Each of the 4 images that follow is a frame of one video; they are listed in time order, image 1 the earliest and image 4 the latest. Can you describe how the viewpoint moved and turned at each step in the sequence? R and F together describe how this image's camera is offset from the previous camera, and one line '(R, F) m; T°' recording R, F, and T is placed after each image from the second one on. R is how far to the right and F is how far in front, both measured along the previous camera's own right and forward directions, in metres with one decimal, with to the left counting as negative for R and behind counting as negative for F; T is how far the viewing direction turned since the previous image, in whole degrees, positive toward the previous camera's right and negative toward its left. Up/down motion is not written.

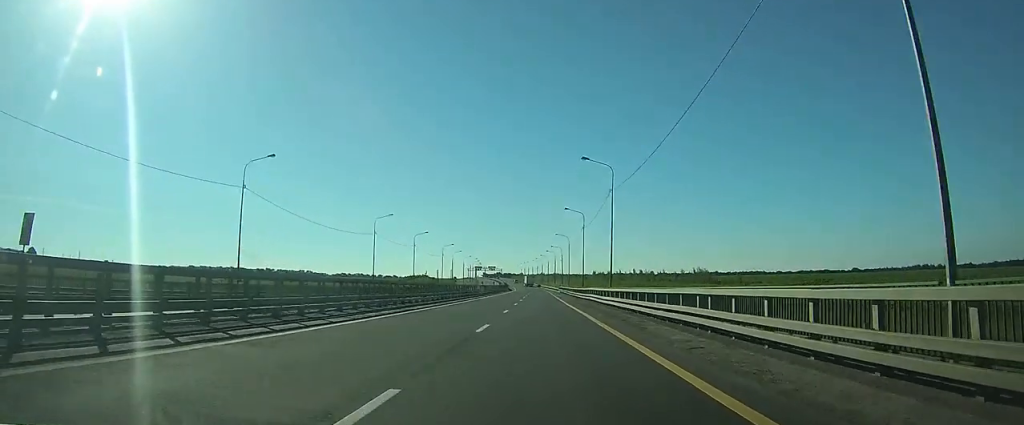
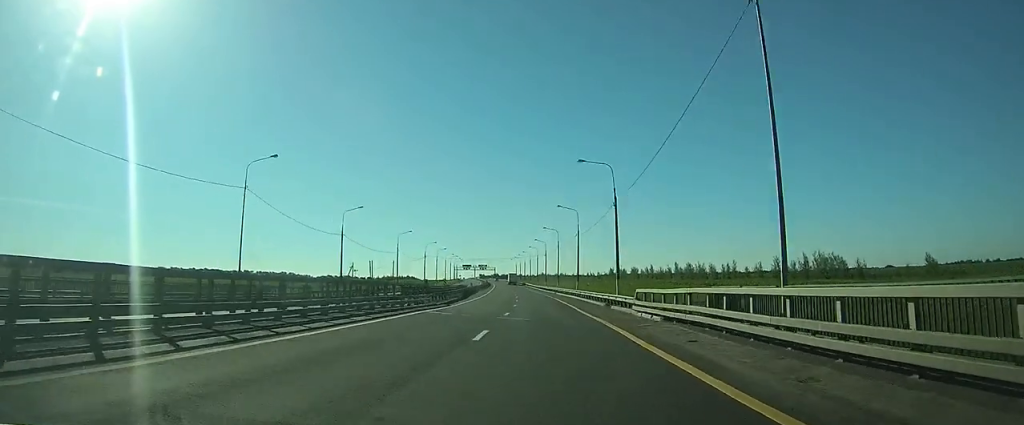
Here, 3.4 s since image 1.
(-1.9, +97.3) m; -1°
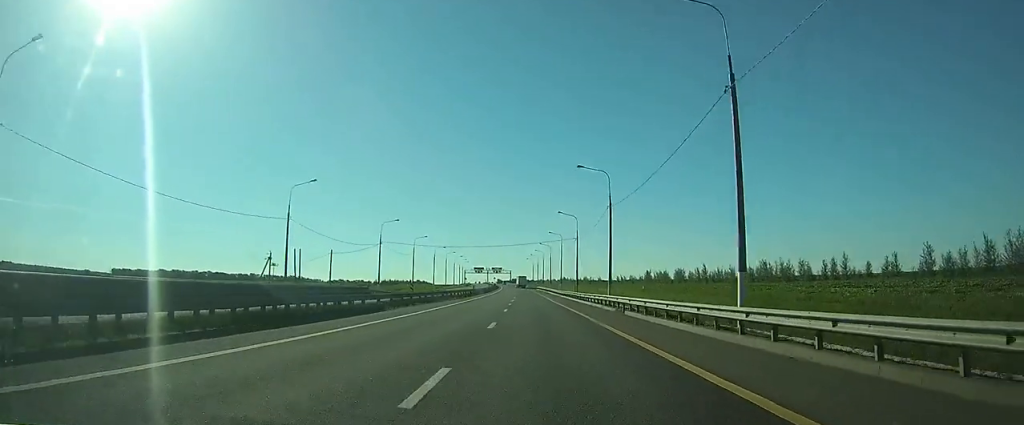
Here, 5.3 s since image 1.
(-0.3, +55.4) m; -1°
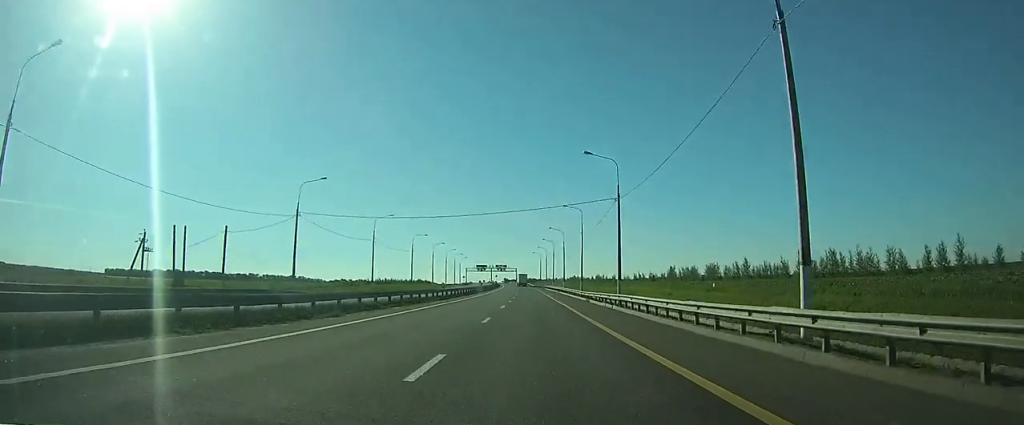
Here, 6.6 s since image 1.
(-0.3, +34.3) m; -1°
